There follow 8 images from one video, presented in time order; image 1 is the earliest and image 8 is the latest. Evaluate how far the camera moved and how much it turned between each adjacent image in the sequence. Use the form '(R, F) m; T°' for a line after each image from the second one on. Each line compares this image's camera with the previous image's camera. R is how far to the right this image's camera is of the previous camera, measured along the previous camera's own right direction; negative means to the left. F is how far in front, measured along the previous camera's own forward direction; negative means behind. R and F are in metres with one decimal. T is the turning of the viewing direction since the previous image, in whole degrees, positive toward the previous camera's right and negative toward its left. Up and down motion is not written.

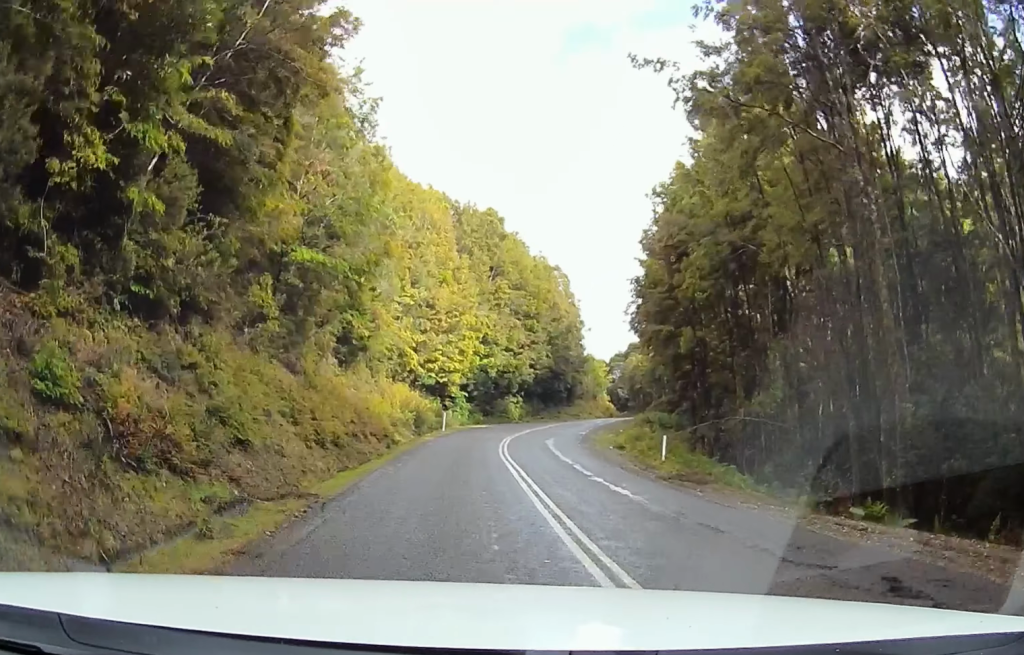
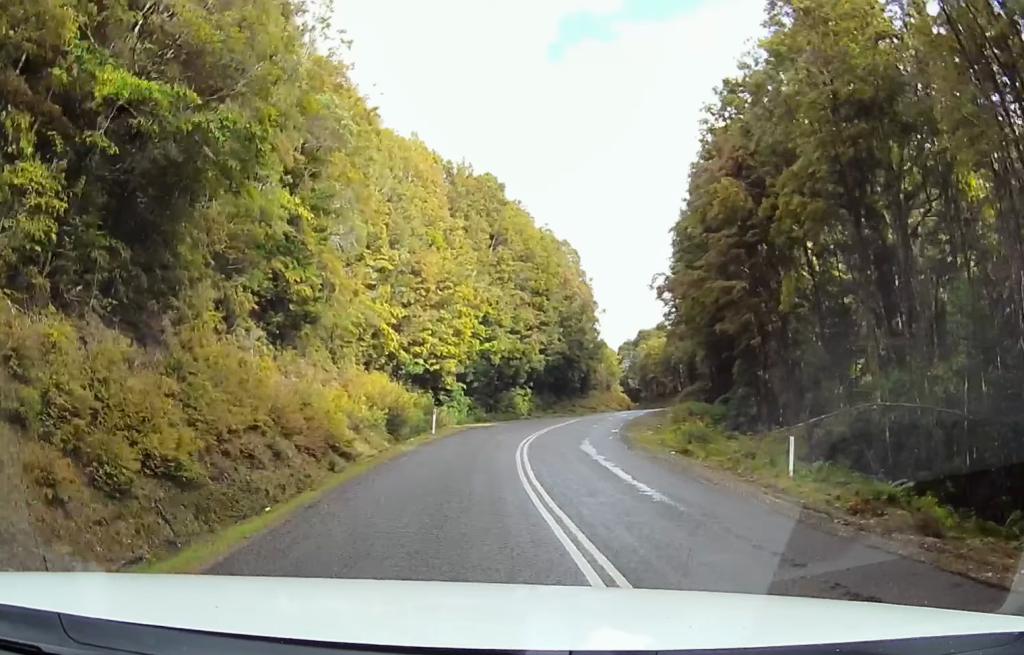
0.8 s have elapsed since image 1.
(-0.5, +12.2) m; -2°
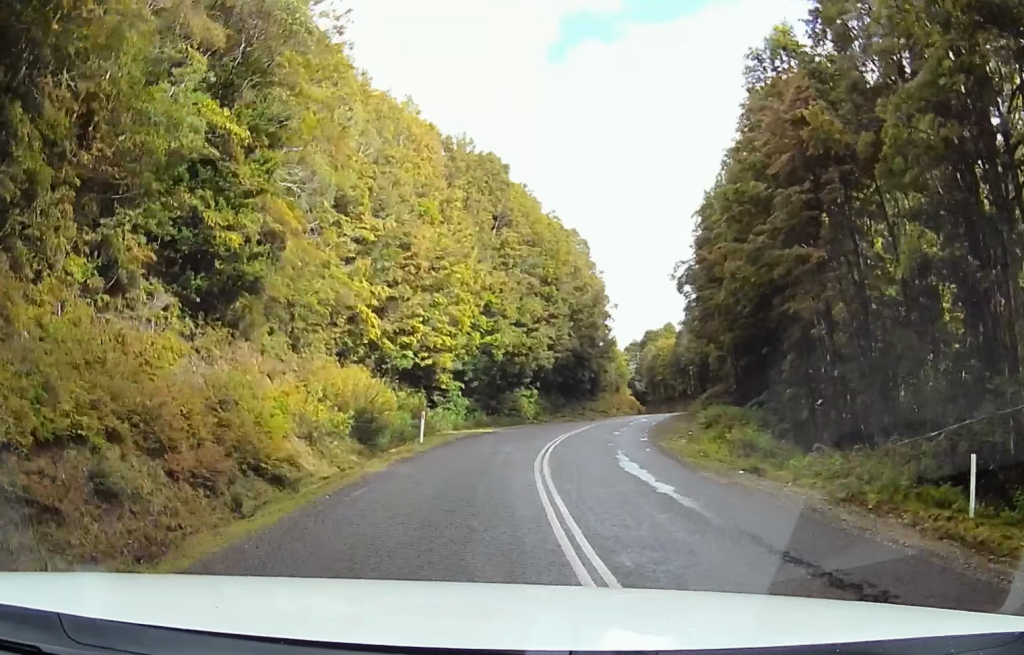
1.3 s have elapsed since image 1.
(0.0, +7.3) m; 0°
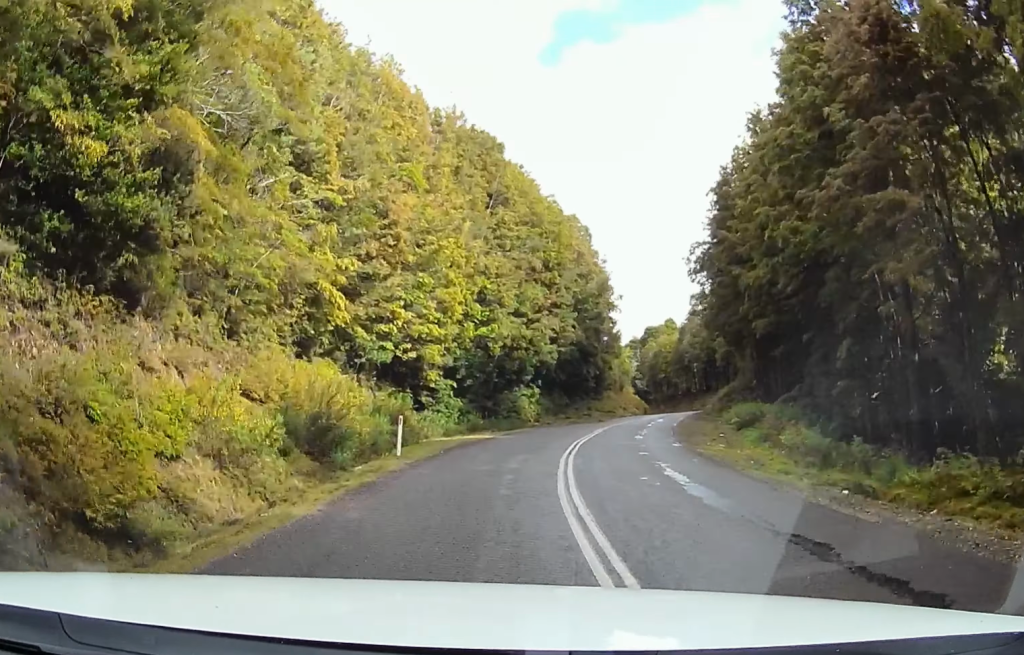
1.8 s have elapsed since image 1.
(0.0, +6.3) m; +1°
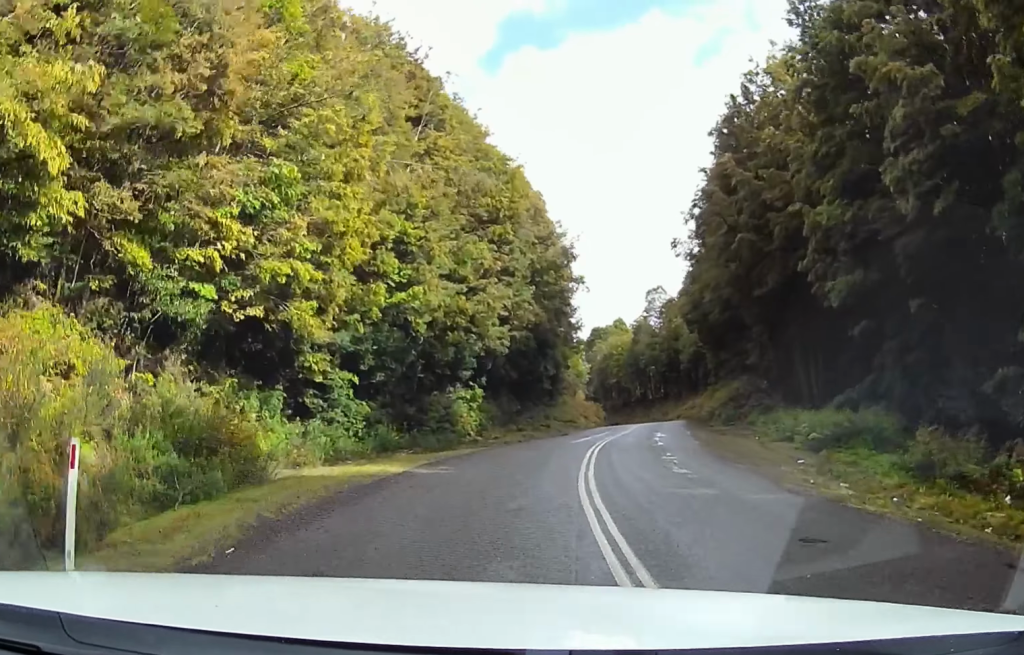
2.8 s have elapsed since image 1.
(+0.4, +14.9) m; +5°
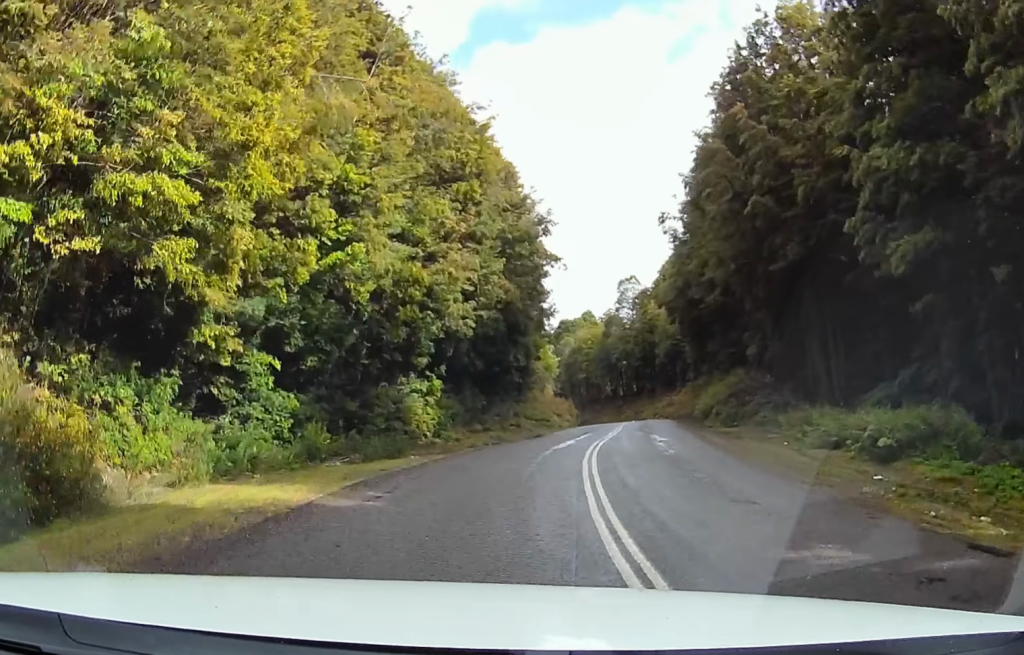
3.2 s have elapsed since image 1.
(0.0, +6.3) m; +3°
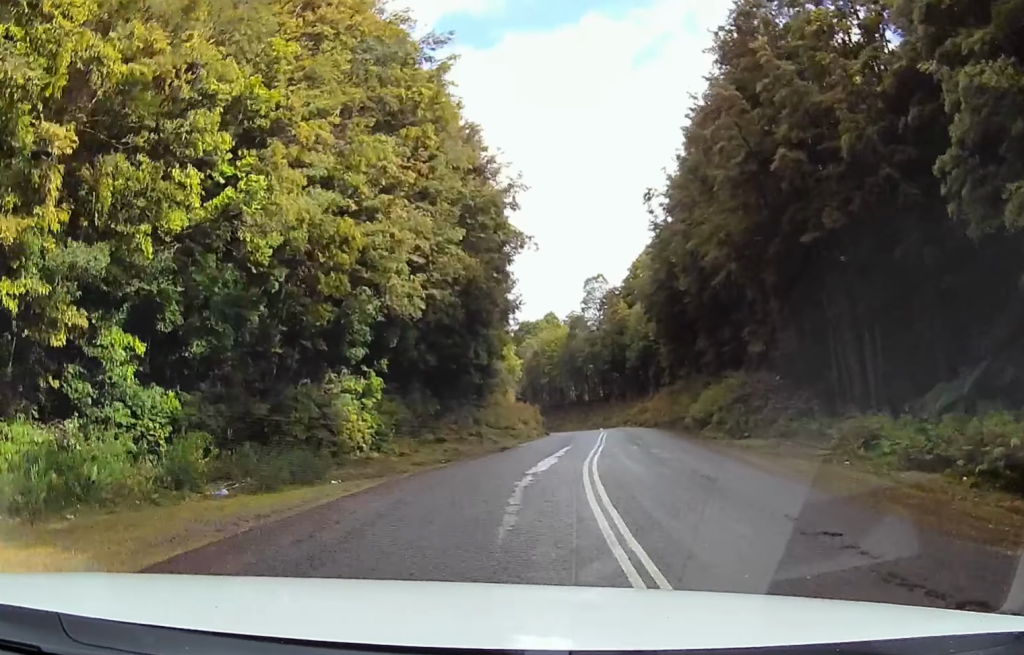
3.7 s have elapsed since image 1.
(+0.4, +6.8) m; +4°
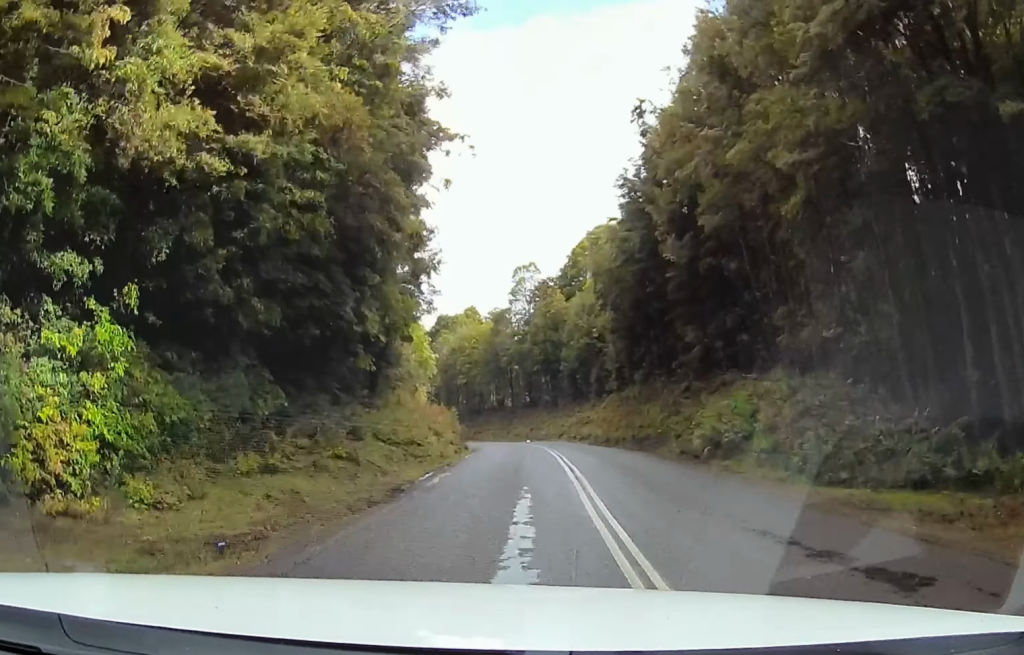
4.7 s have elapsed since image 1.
(+0.9, +14.0) m; +5°
